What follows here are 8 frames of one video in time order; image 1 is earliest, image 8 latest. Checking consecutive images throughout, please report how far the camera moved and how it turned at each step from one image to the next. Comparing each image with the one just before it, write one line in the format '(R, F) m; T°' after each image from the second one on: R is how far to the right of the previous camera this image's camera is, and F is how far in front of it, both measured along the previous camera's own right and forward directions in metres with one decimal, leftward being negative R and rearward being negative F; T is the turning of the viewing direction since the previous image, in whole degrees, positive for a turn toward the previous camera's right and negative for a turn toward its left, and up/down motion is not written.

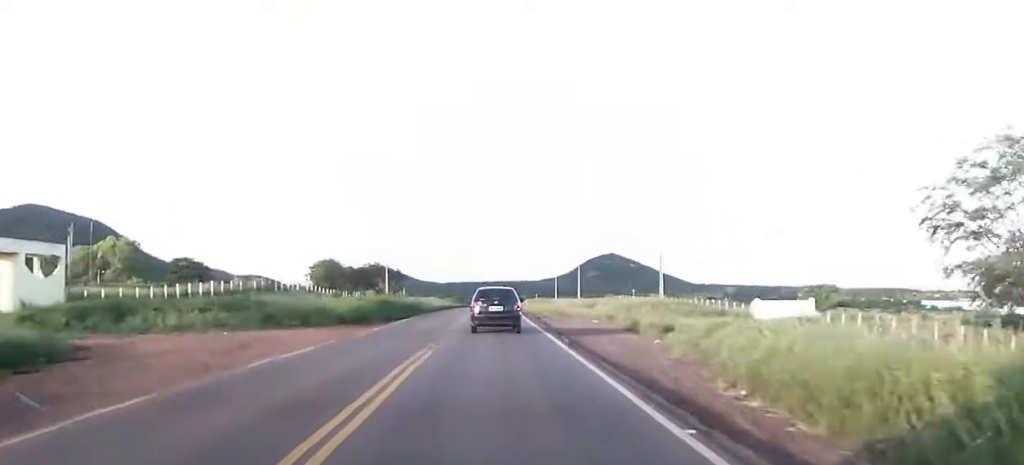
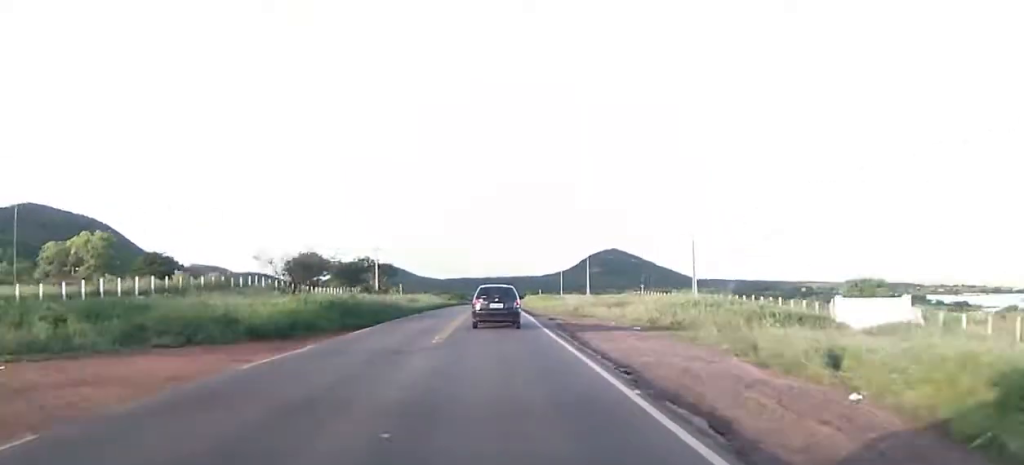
(-0.2, +12.1) m; -1°
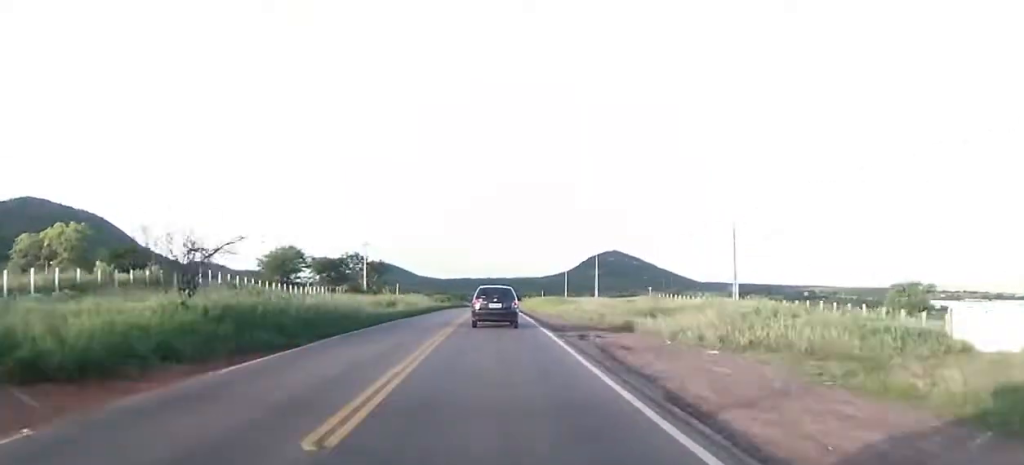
(-0.1, +10.8) m; 0°
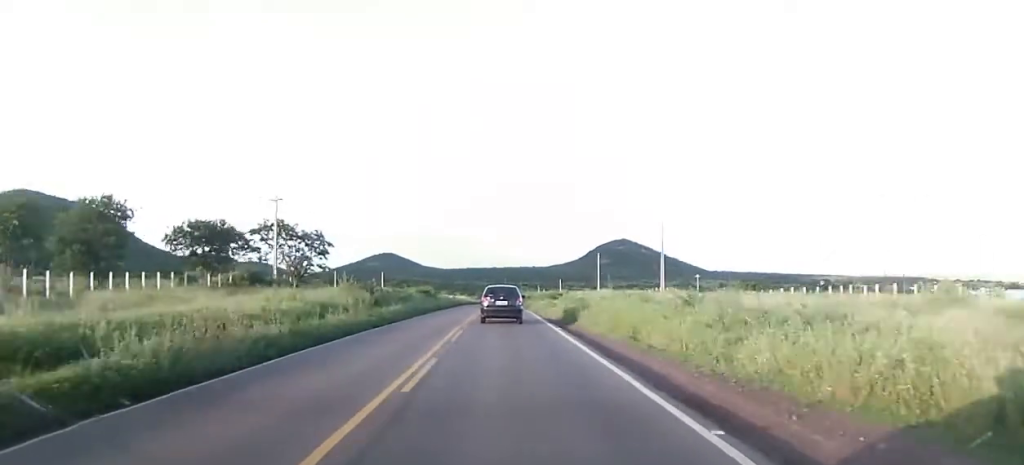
(-0.6, +45.7) m; 0°
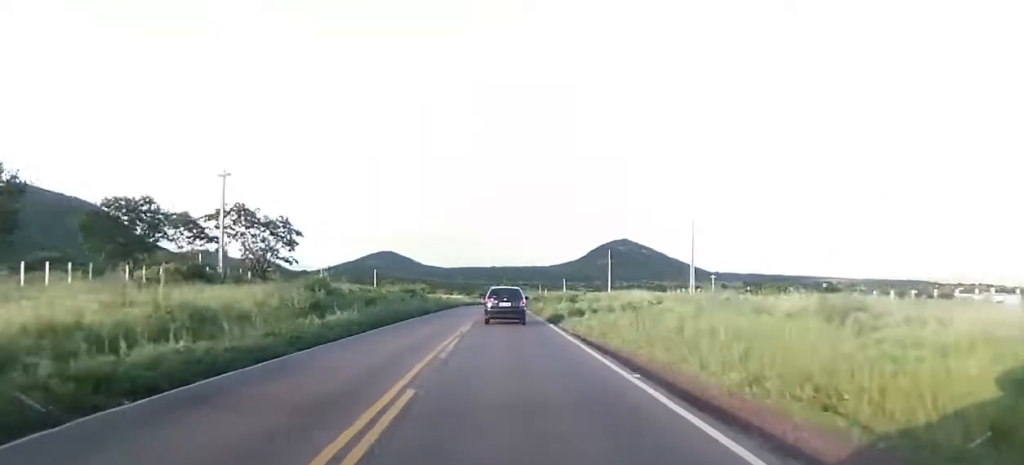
(+0.3, +12.4) m; 0°
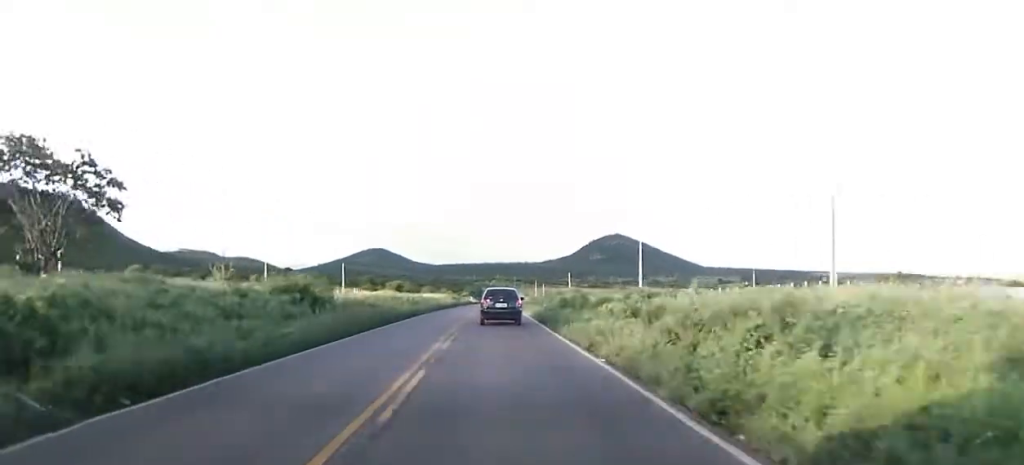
(-0.3, +30.8) m; +1°
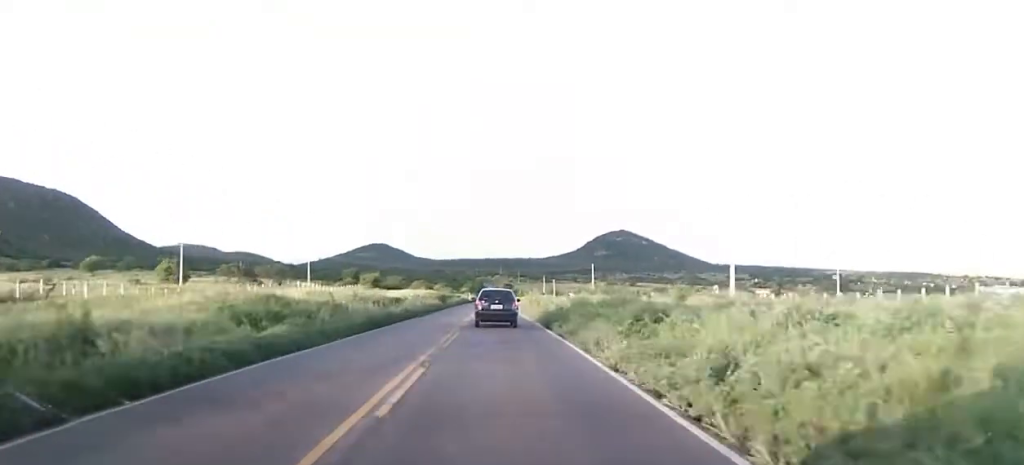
(+0.7, +32.9) m; 0°
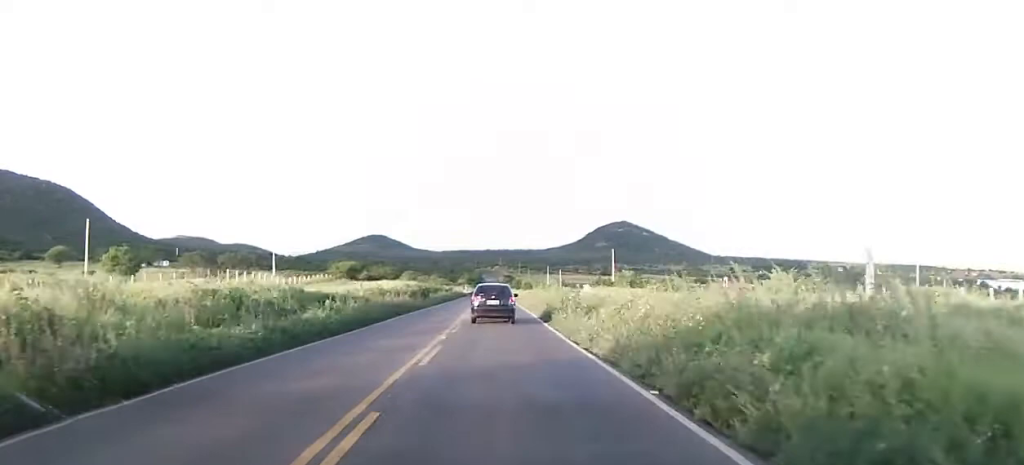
(-0.4, +20.9) m; -1°
